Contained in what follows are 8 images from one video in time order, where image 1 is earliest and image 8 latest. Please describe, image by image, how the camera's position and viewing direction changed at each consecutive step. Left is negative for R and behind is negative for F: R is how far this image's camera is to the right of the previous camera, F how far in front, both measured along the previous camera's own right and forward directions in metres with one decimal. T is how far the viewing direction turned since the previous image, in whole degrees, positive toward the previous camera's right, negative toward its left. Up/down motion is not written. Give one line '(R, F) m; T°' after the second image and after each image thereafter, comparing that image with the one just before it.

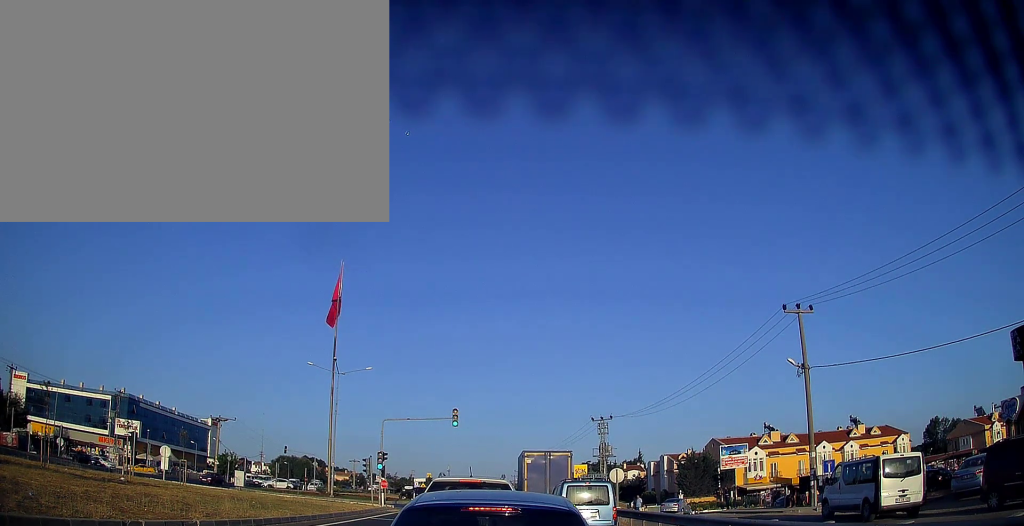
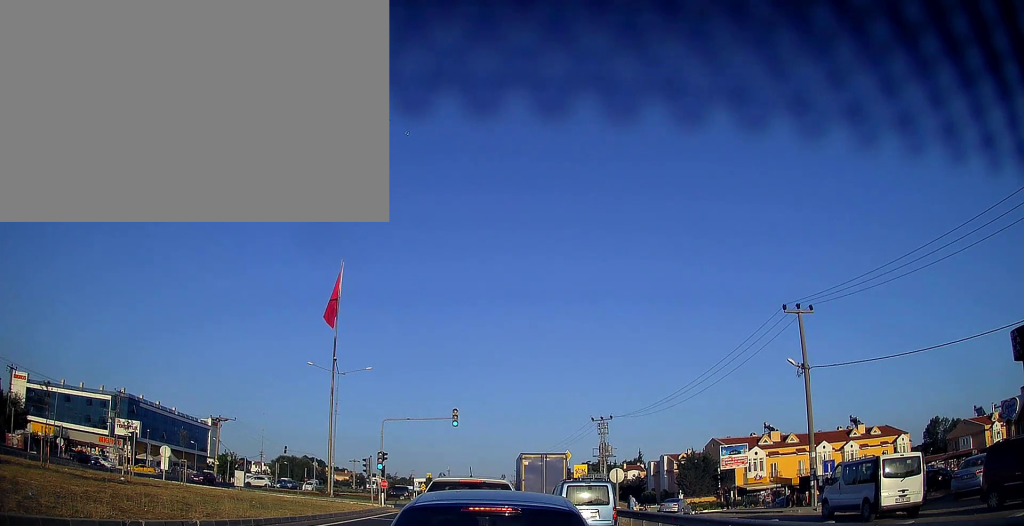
(0.0, 0.0) m; 0°
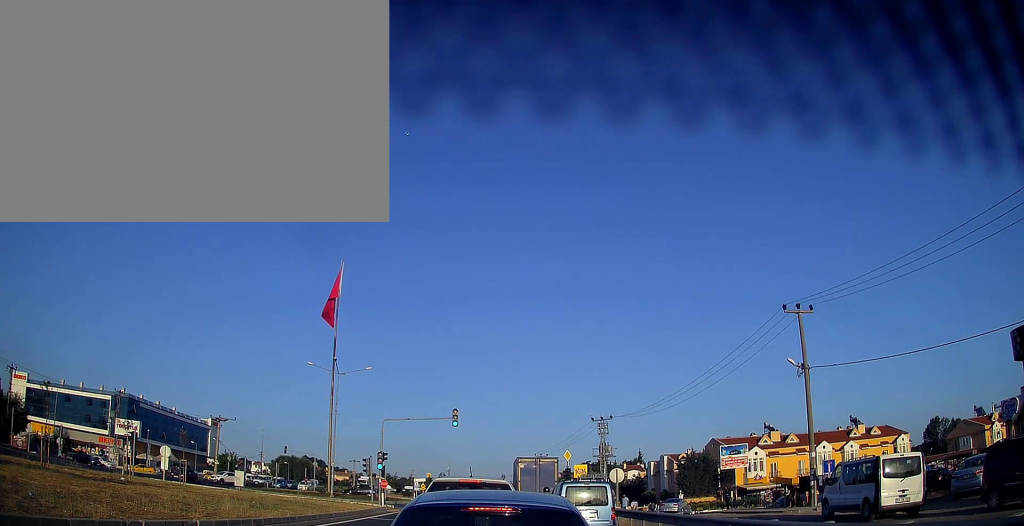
(0.0, 0.0) m; 0°
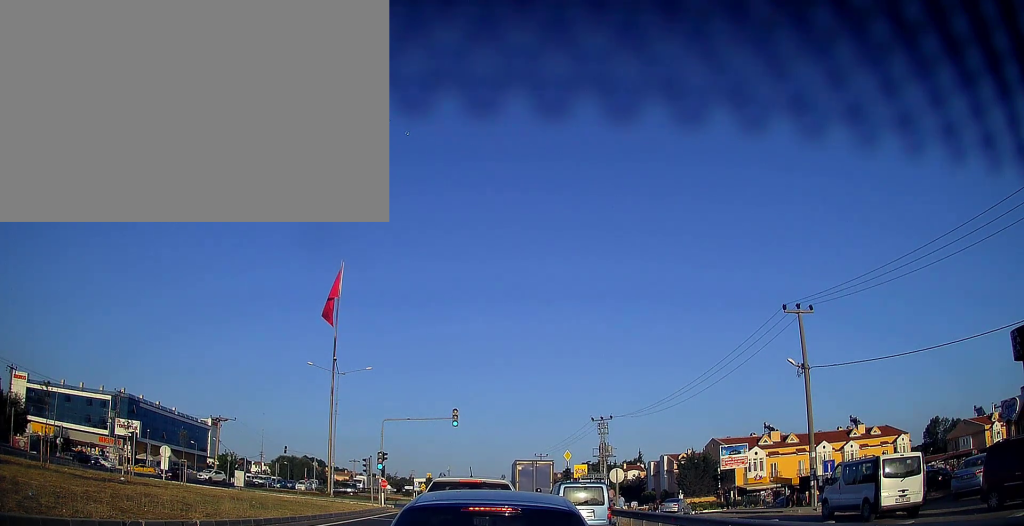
(0.0, 0.0) m; 0°
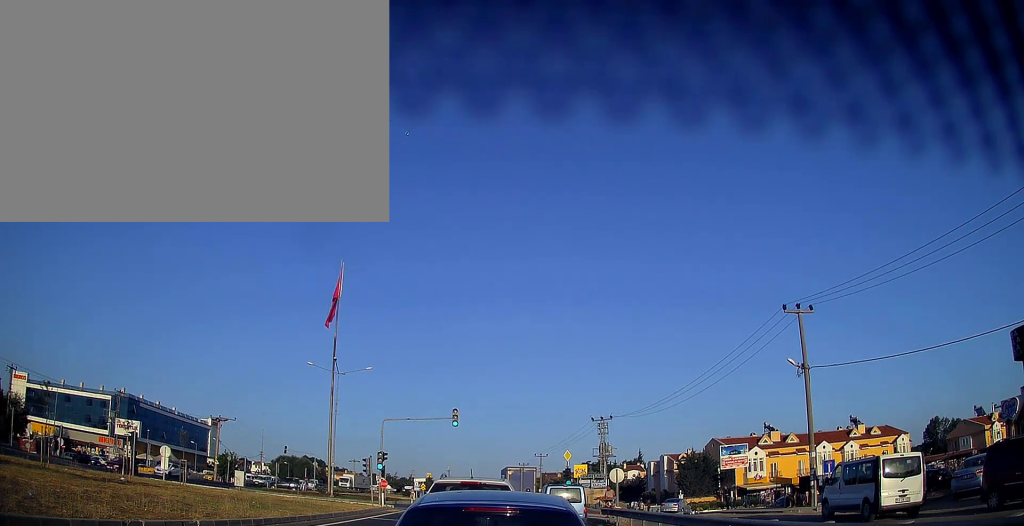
(0.0, 0.0) m; 0°
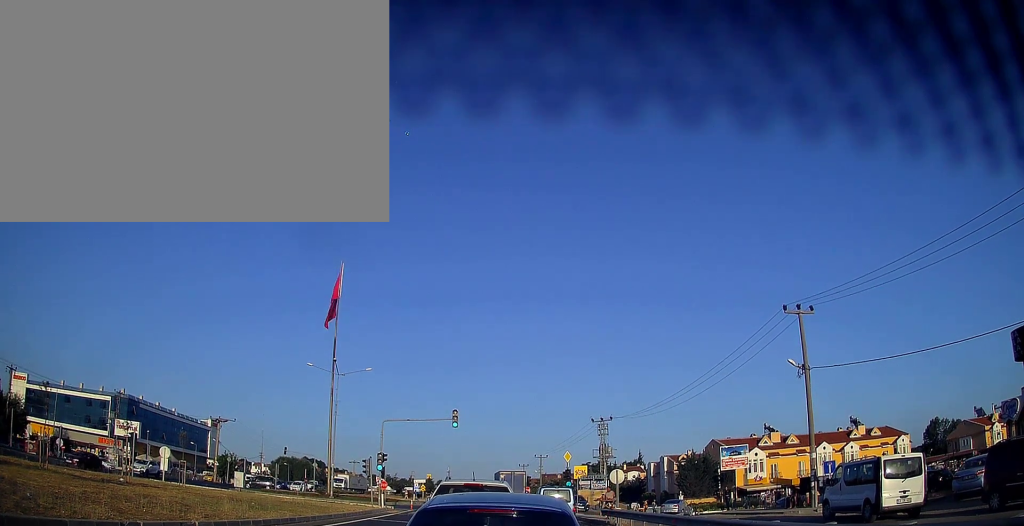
(0.0, 0.0) m; 0°
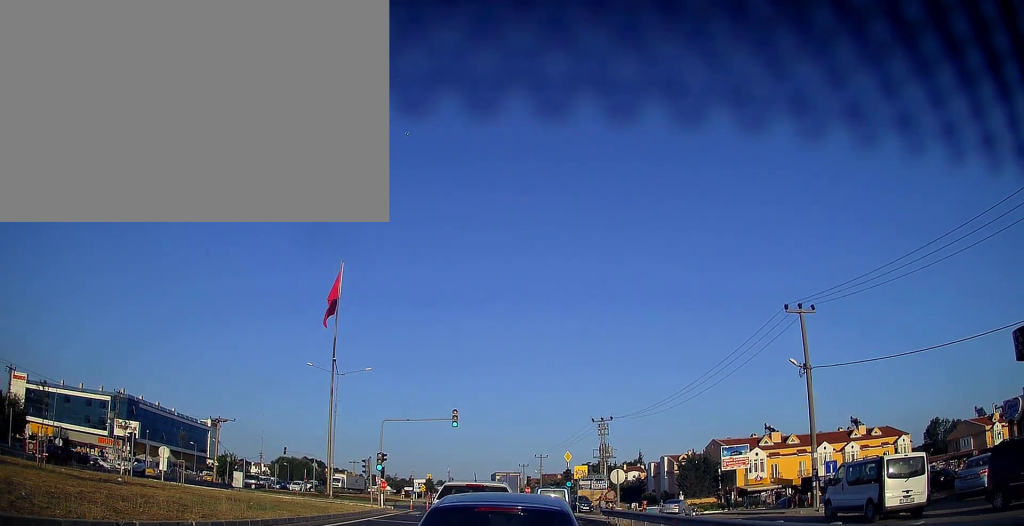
(0.0, 0.0) m; 0°
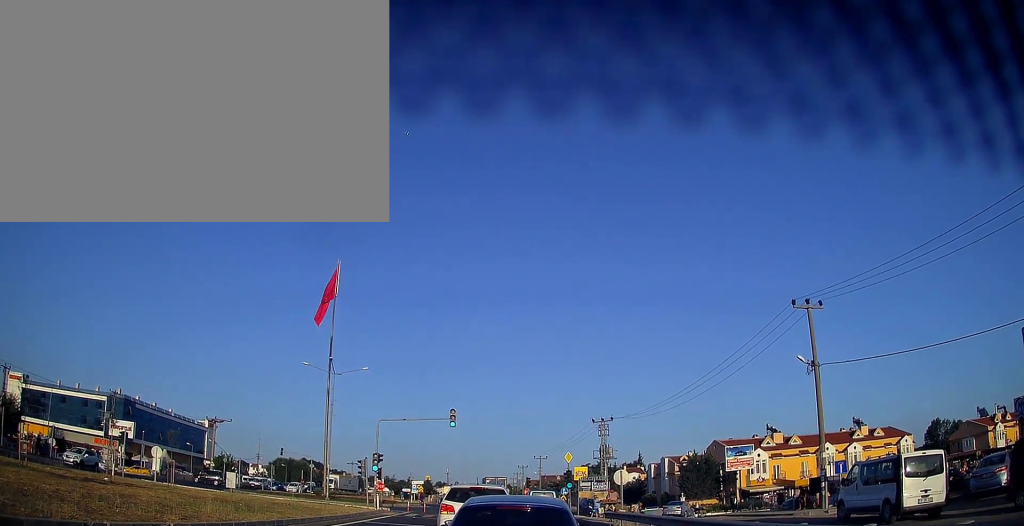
(0.0, +0.8) m; 0°
